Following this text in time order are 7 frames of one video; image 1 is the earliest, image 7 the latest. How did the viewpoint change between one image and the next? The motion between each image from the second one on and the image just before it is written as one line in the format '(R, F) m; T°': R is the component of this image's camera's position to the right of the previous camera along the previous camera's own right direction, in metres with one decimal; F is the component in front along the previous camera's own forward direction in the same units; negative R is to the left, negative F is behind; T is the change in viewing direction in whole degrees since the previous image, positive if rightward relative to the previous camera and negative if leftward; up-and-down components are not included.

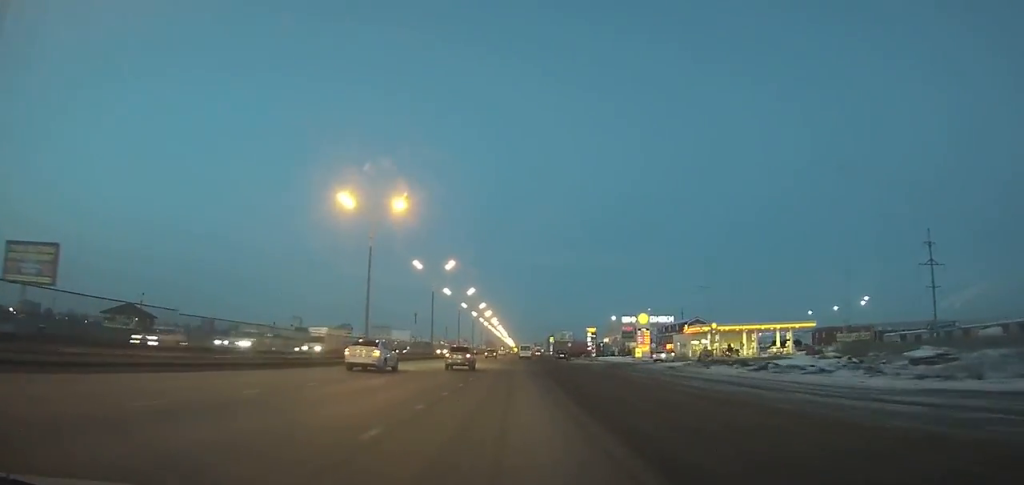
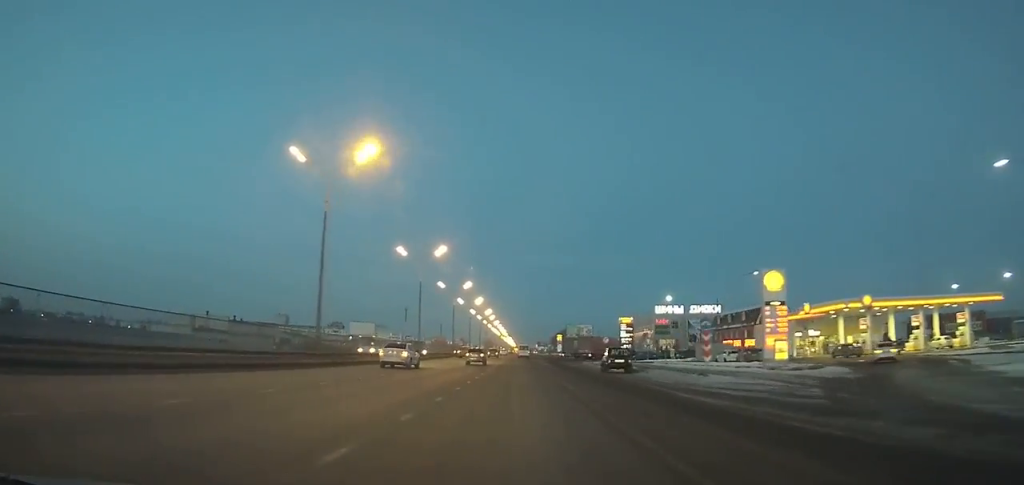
(0.0, +48.0) m; 0°
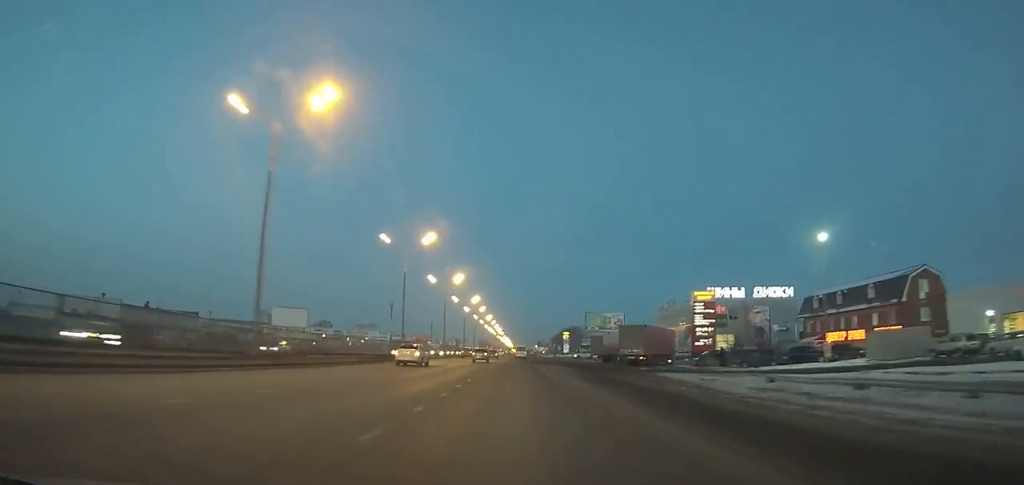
(+0.1, +43.3) m; 0°
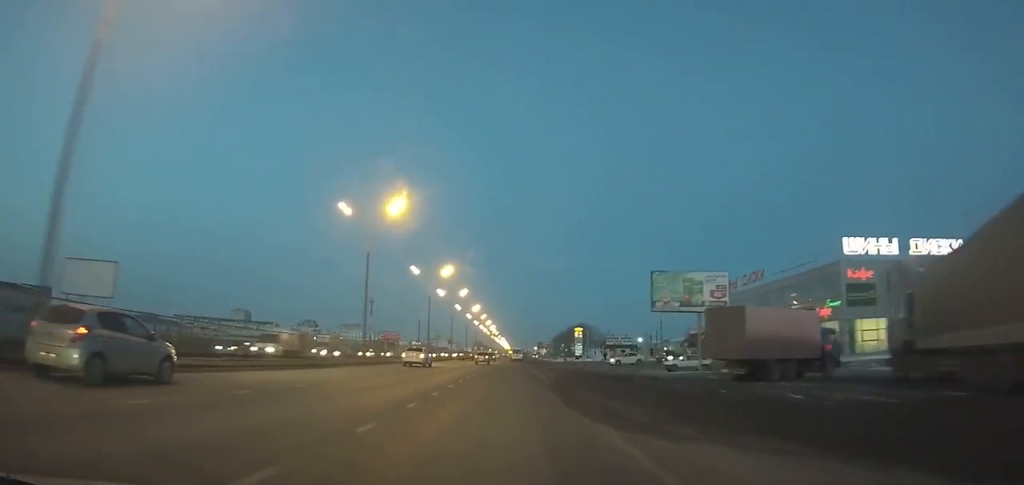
(0.0, +49.1) m; 0°
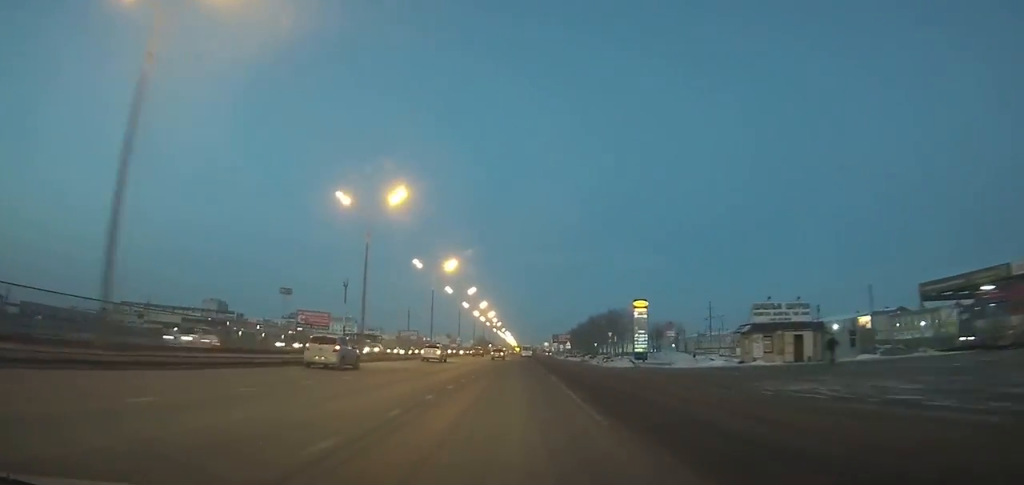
(-0.4, +67.7) m; 0°
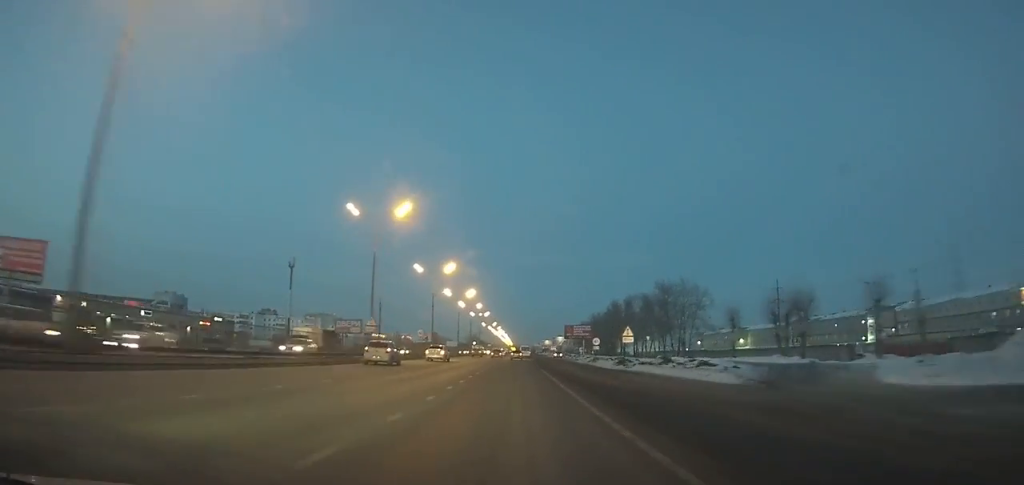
(0.0, +66.8) m; 0°
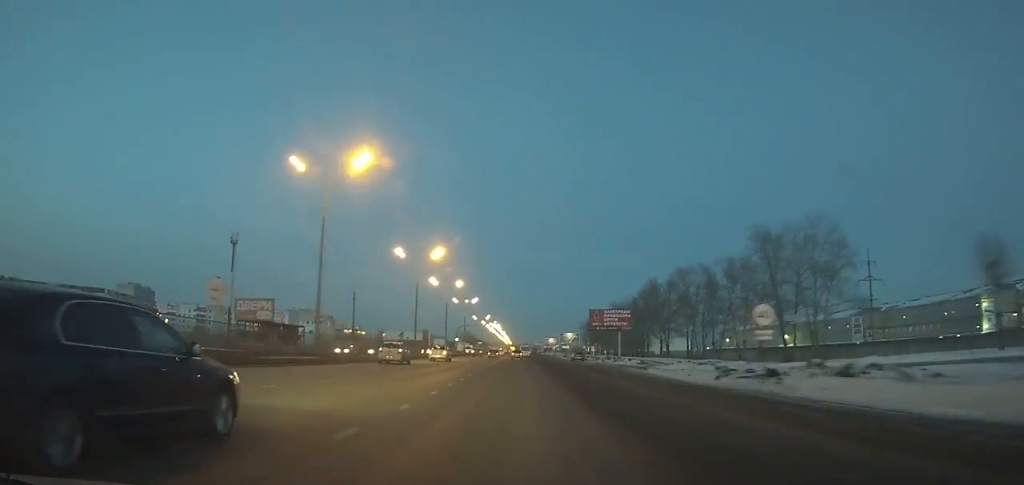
(+0.1, +47.3) m; 0°
